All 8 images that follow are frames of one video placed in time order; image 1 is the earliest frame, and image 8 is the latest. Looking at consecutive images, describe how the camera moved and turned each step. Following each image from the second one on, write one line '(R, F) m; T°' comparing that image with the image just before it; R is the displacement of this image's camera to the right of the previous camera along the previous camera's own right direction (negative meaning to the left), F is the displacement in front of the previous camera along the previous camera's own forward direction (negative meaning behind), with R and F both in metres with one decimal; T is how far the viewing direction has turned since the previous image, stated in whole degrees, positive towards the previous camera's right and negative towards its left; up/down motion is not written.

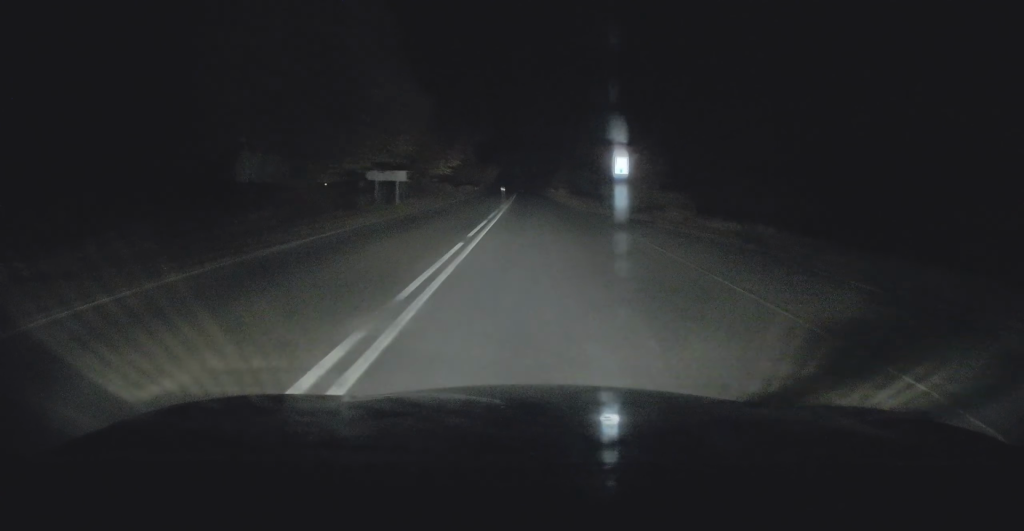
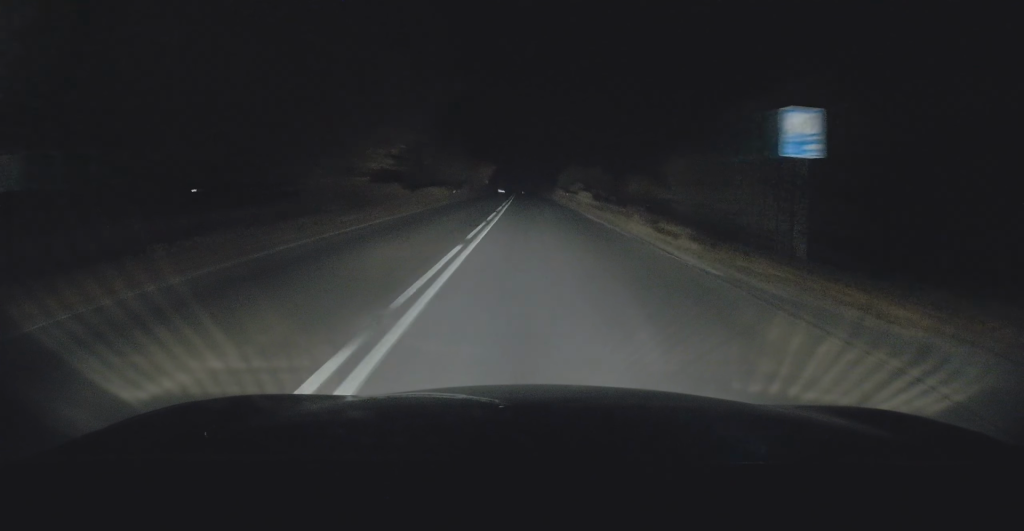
(0.0, +23.5) m; 0°
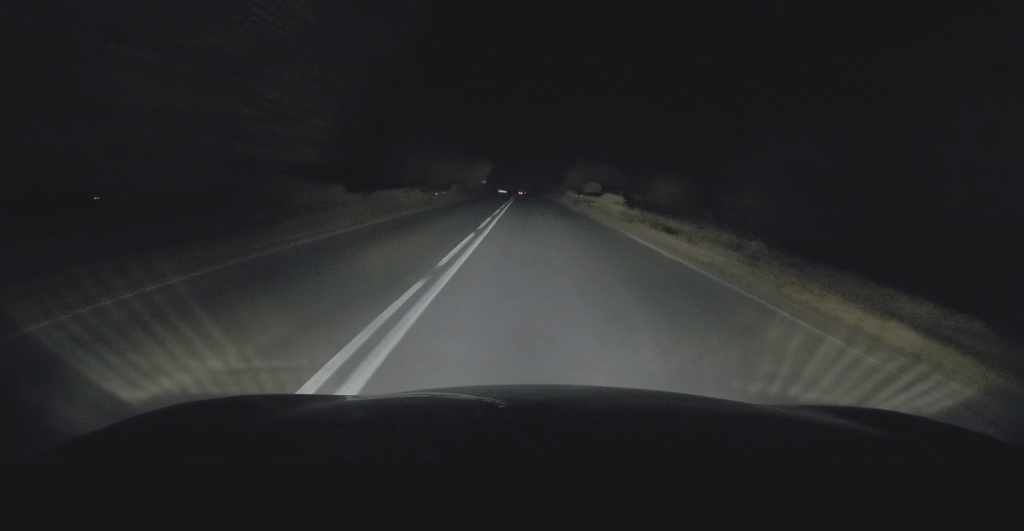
(0.0, +12.1) m; 0°
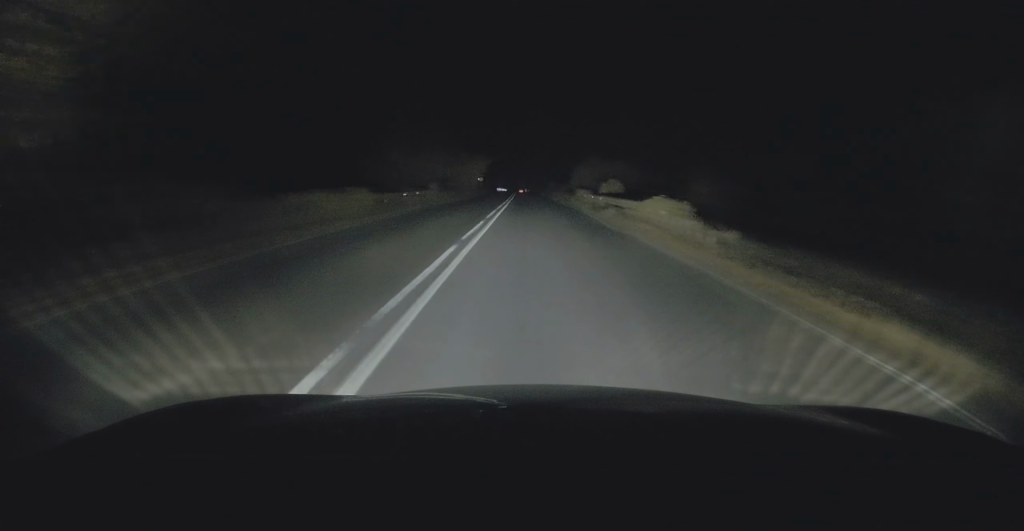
(-0.1, +11.4) m; 0°
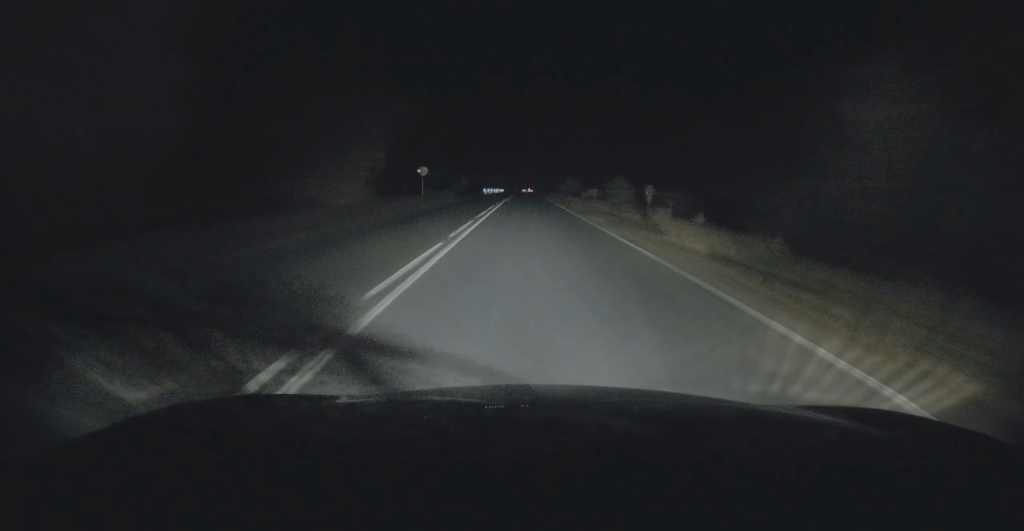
(-0.5, +60.6) m; -1°
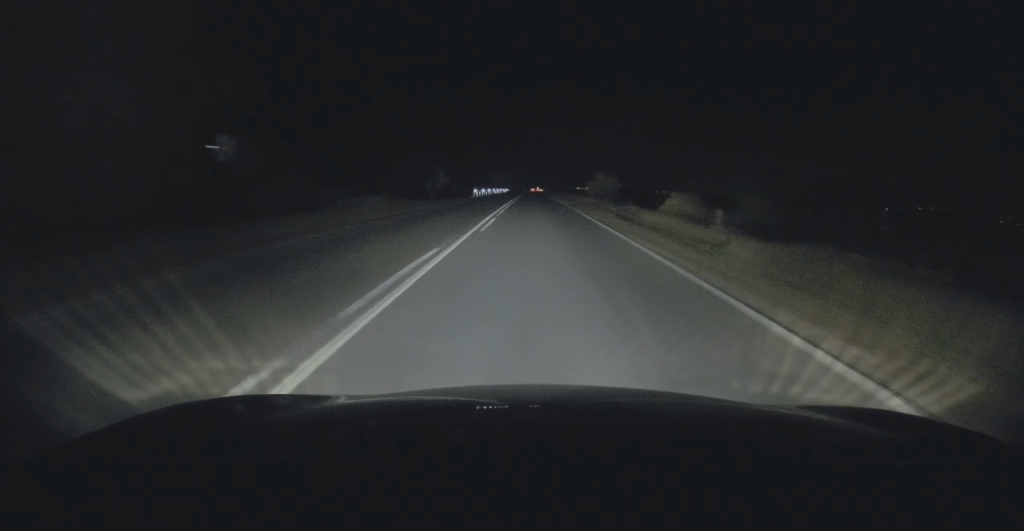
(+0.6, +32.0) m; +1°
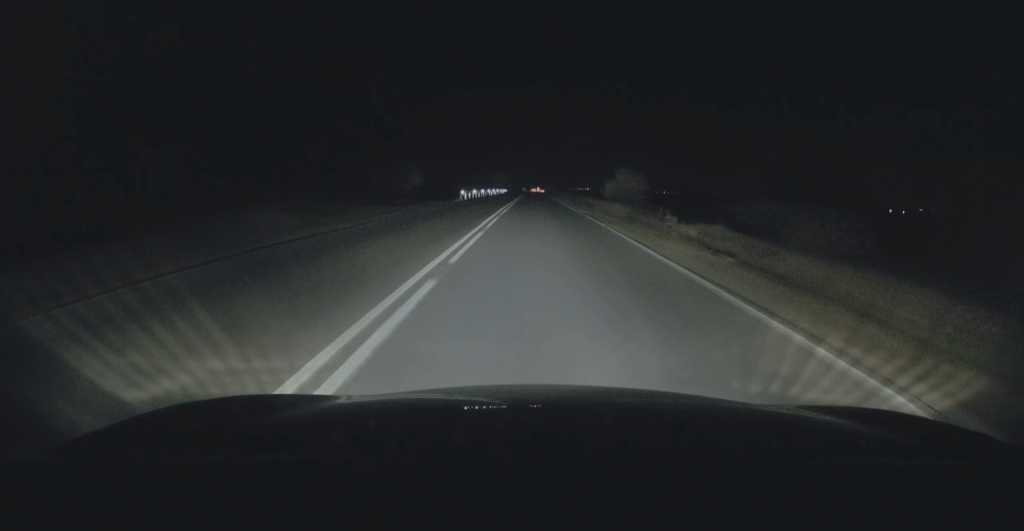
(+0.2, +14.3) m; 0°
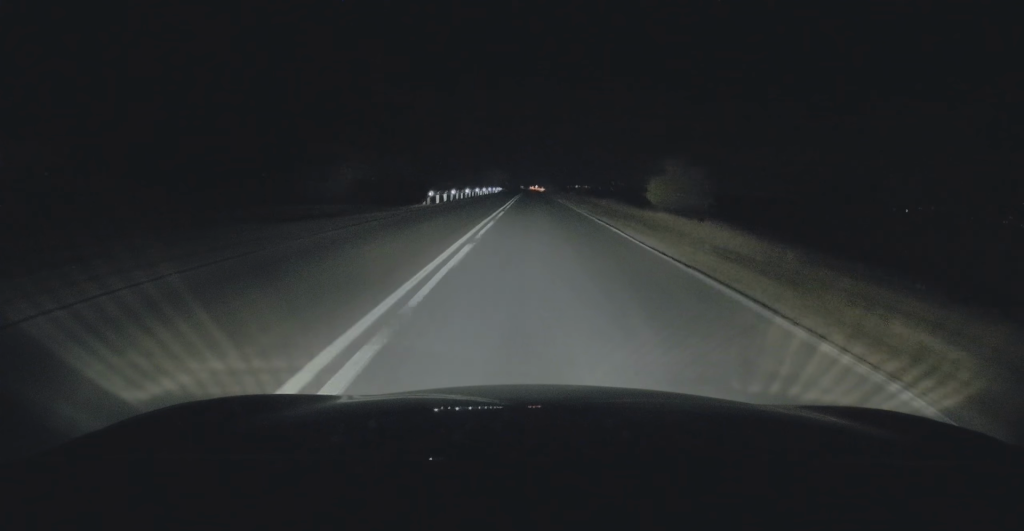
(-0.4, +18.4) m; 0°
